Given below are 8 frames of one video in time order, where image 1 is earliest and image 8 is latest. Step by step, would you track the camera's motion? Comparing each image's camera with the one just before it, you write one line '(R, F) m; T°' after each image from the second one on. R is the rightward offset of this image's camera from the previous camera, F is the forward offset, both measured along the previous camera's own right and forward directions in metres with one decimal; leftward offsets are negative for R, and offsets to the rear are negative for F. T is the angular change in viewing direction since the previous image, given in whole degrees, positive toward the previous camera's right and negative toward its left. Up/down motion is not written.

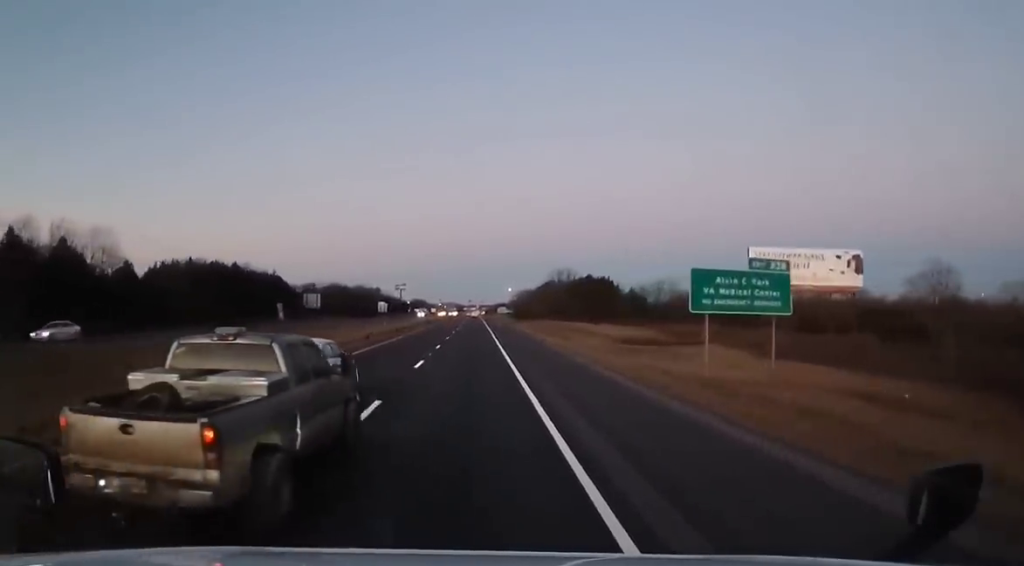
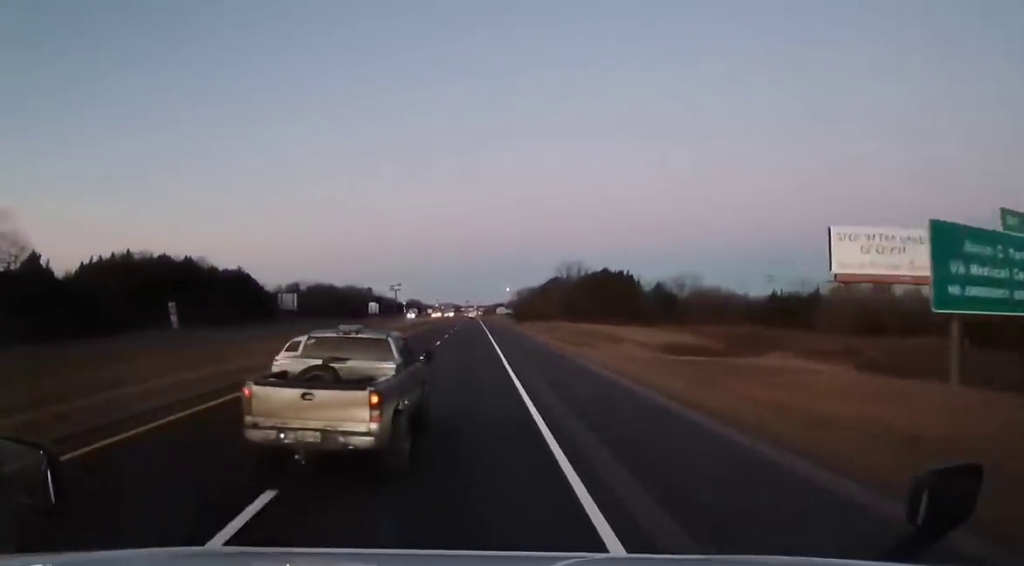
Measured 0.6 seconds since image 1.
(-0.2, +19.8) m; 0°
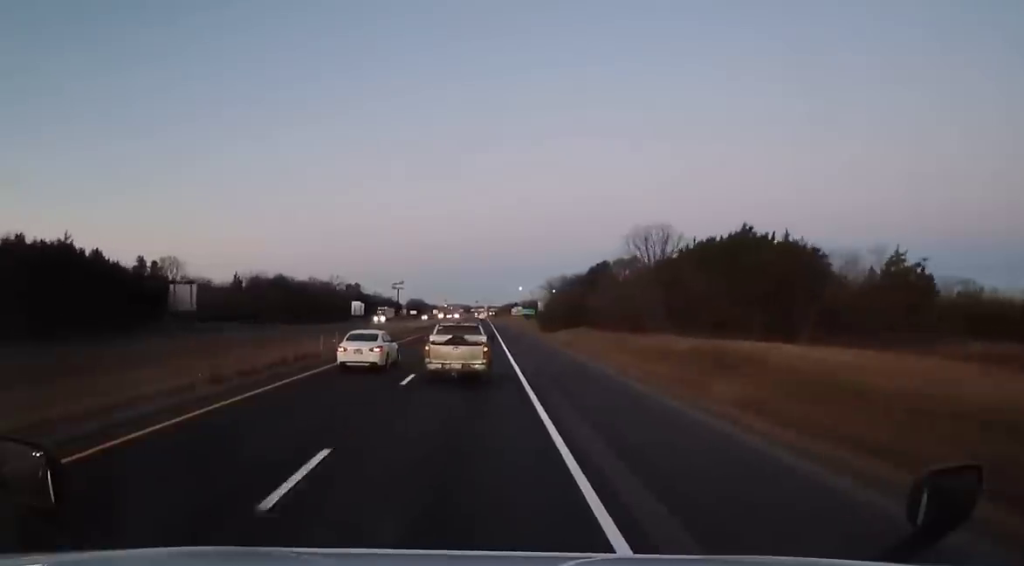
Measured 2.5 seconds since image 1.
(-0.5, +58.3) m; -1°
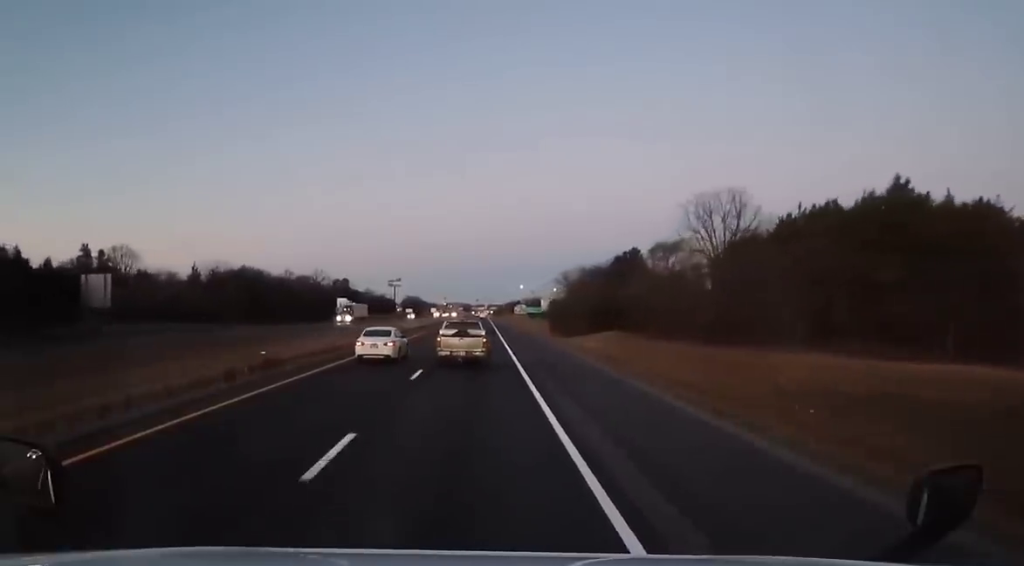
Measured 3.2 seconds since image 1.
(-0.1, +22.9) m; 0°
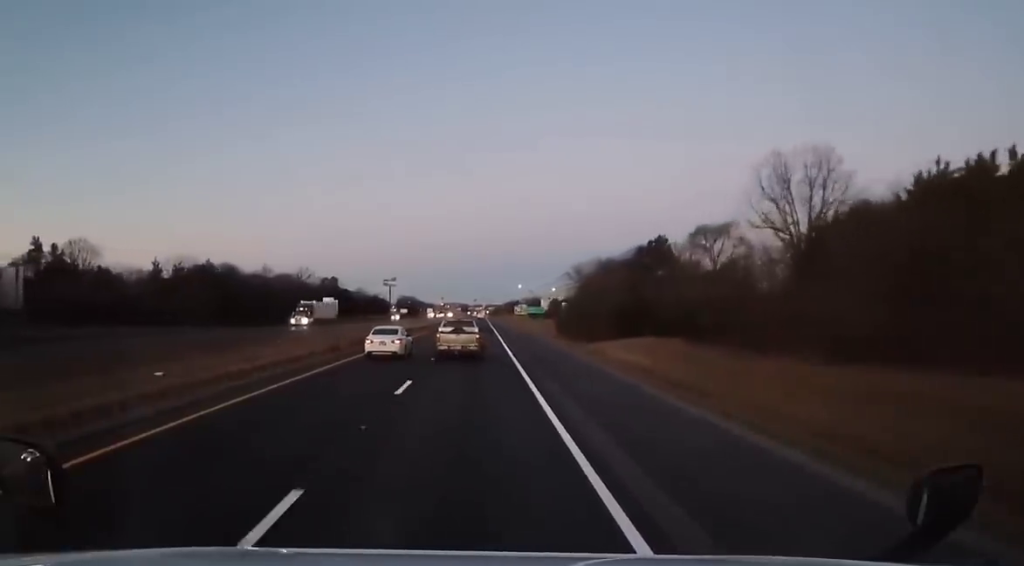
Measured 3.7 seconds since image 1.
(-0.1, +15.6) m; +1°
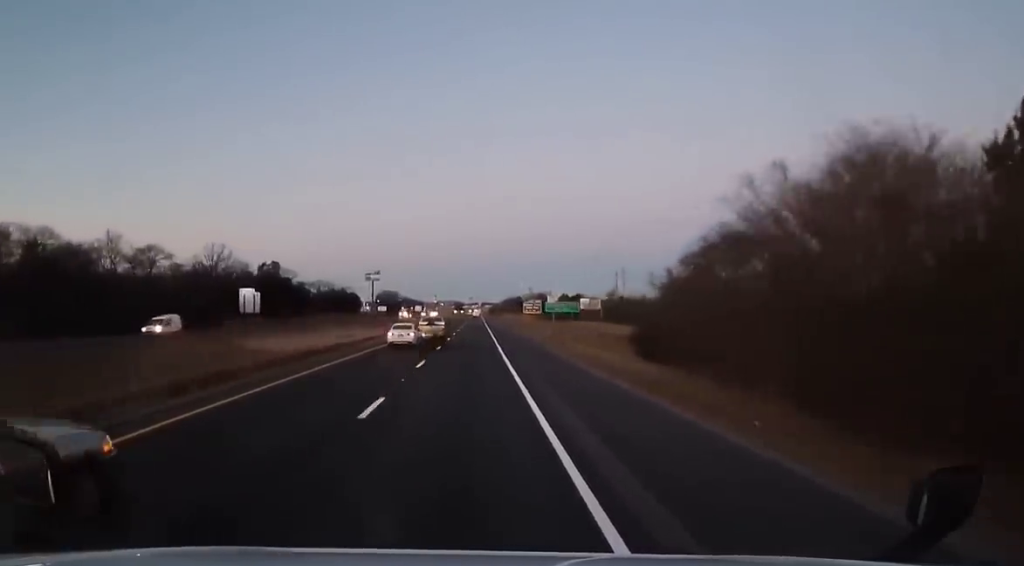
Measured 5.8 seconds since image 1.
(+0.2, +63.6) m; 0°
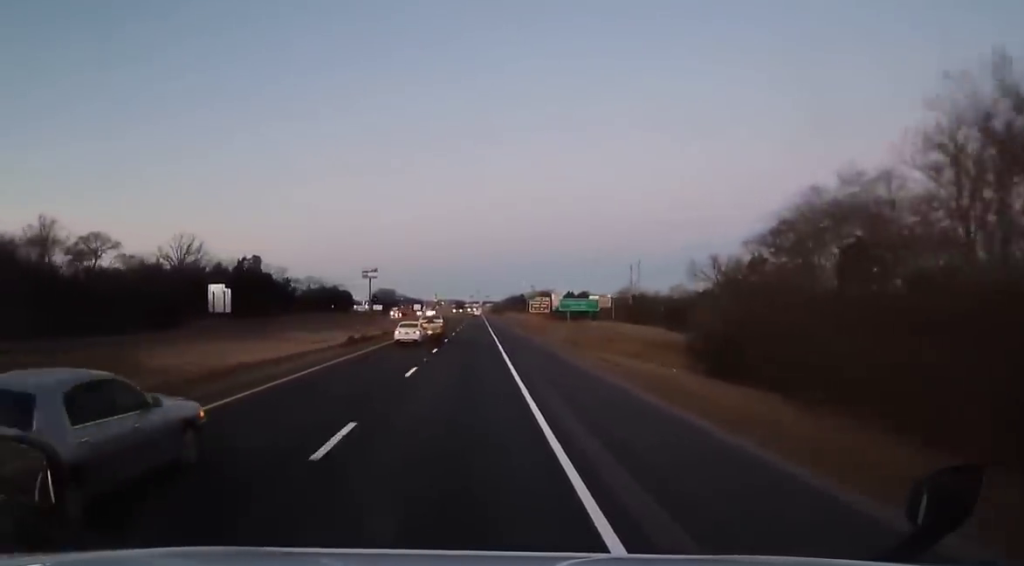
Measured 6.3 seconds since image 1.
(+0.2, +15.8) m; 0°
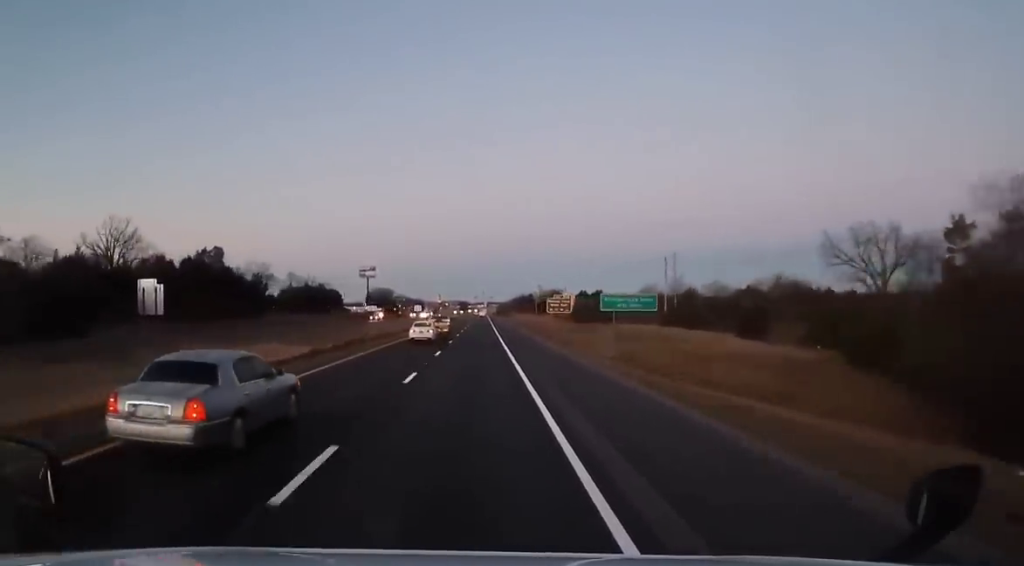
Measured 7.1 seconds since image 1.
(+0.1, +26.3) m; 0°
